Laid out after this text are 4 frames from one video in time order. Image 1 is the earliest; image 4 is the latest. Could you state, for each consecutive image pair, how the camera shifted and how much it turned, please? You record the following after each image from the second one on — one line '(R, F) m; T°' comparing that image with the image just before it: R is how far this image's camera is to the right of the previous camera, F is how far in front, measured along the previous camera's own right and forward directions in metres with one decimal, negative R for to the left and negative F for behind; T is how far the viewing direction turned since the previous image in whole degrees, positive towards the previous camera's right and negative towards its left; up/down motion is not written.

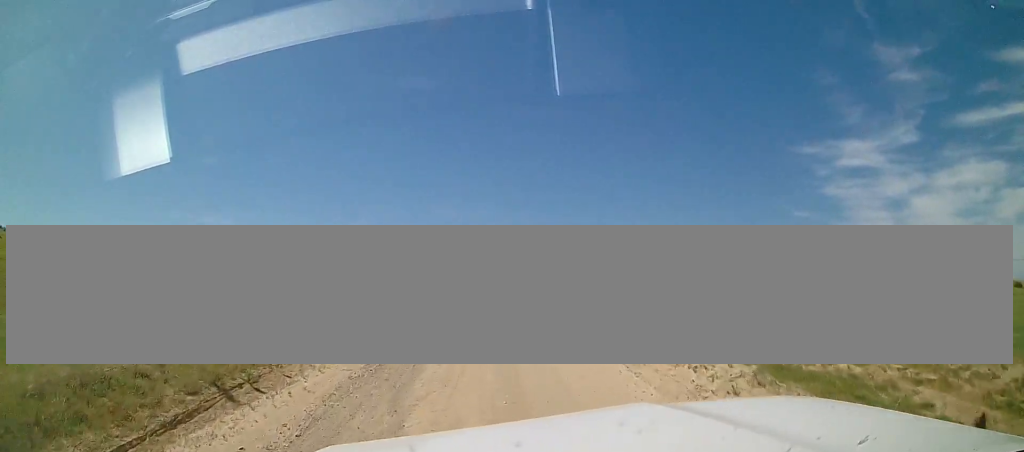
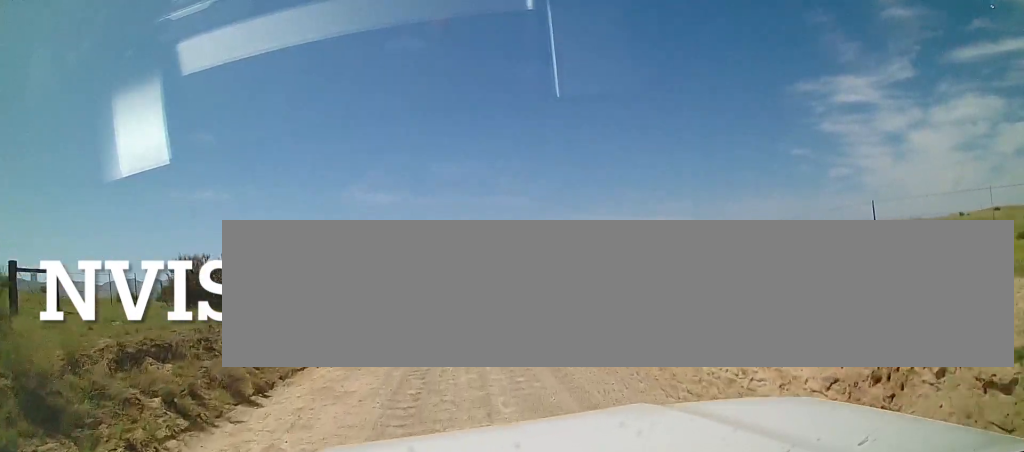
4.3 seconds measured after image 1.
(-0.4, +36.3) m; -2°
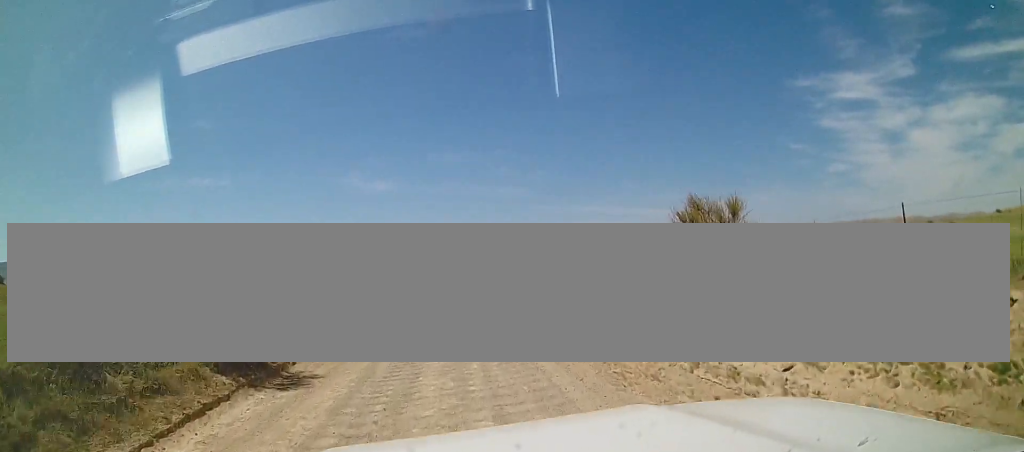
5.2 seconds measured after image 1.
(+0.1, +6.5) m; +1°
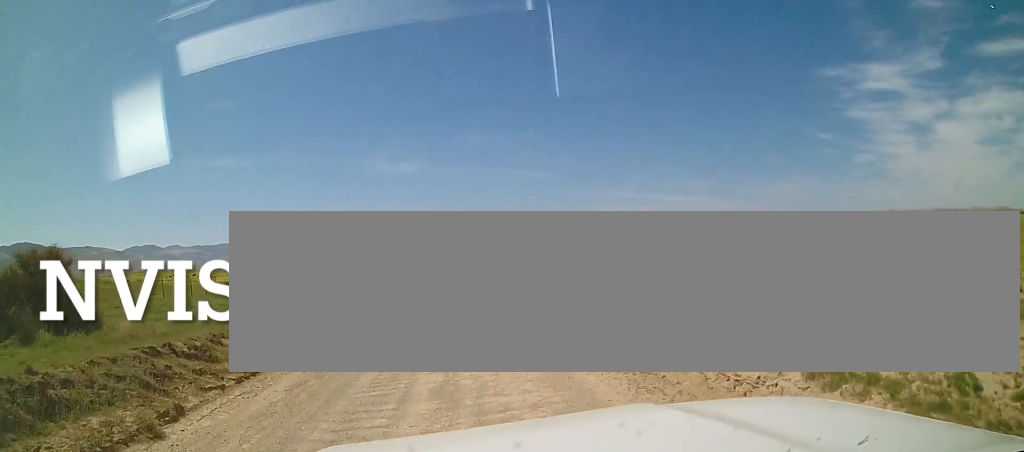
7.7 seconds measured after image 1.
(0.0, +12.2) m; +2°
